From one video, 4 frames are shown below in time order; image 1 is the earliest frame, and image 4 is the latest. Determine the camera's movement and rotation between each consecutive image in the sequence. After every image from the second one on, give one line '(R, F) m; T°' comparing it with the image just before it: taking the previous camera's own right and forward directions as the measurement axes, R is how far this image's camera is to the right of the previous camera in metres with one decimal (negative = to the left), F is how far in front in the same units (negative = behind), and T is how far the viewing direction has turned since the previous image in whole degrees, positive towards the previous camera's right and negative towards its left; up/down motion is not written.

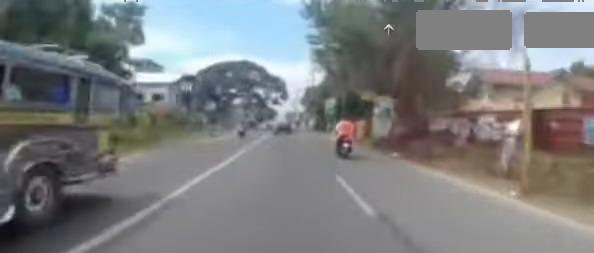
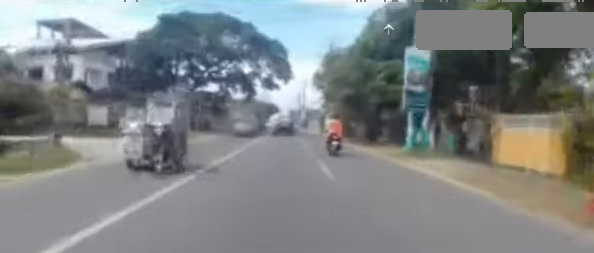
(+0.2, +24.3) m; 0°
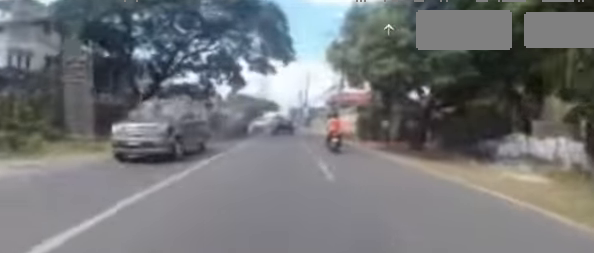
(-0.2, +10.5) m; -2°
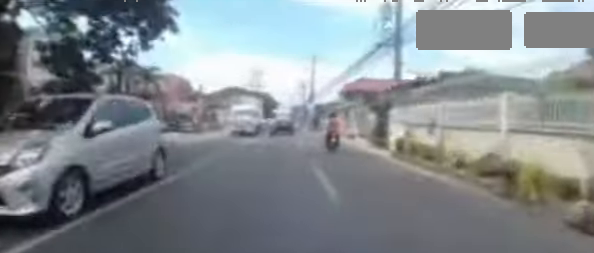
(+0.4, +18.7) m; +3°
